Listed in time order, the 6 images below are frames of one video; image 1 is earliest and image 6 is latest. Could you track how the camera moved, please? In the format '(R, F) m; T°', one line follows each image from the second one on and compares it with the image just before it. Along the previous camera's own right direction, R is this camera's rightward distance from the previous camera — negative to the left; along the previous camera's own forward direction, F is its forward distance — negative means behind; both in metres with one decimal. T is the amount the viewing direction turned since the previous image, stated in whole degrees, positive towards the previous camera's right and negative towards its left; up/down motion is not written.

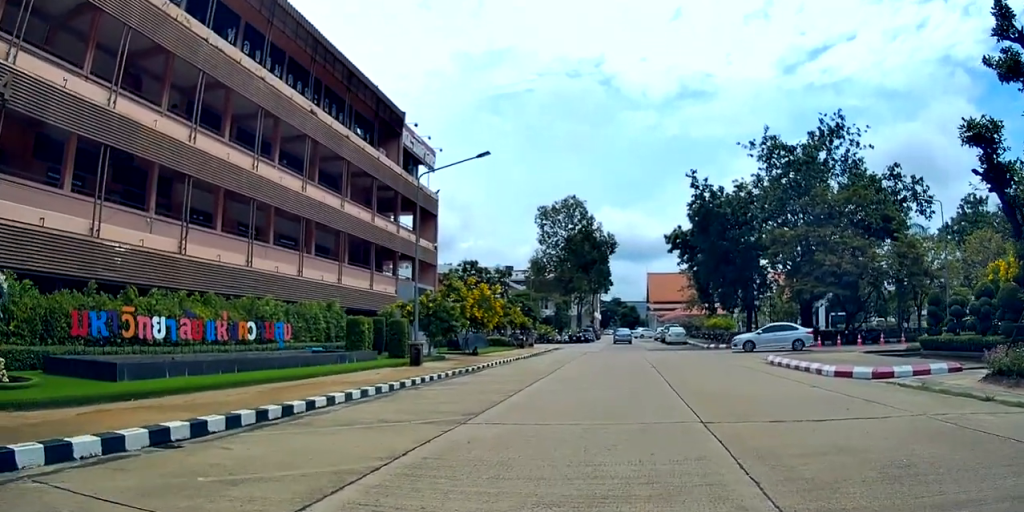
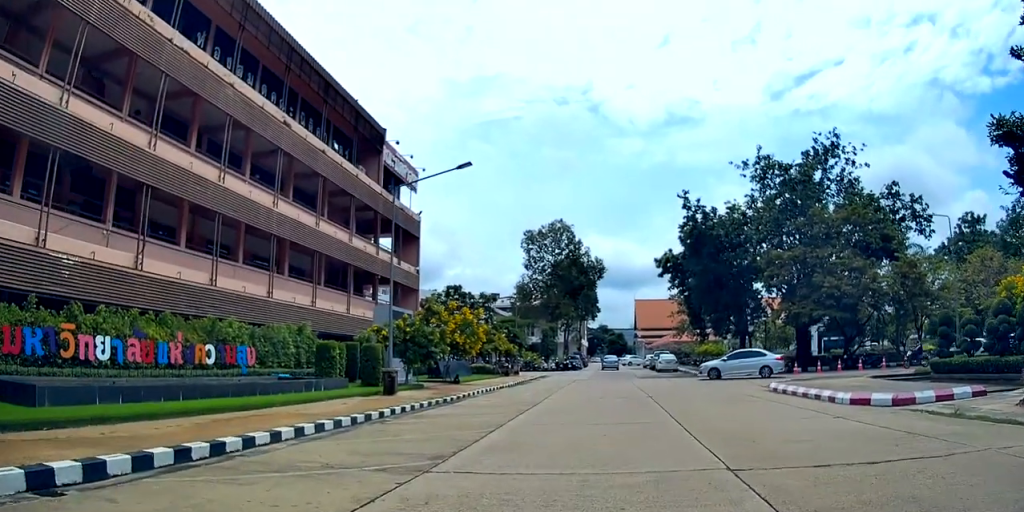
(-0.1, +2.1) m; -2°
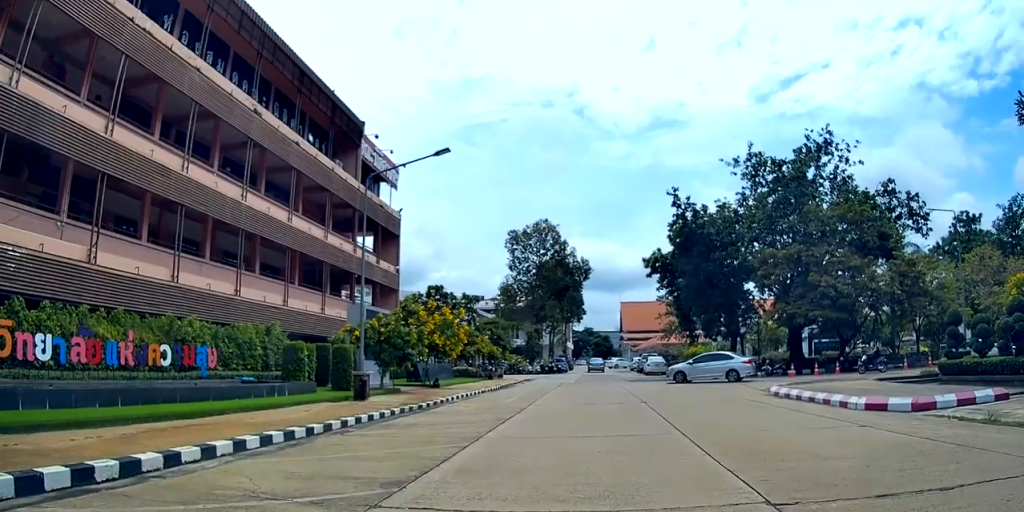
(-0.1, +1.6) m; -1°
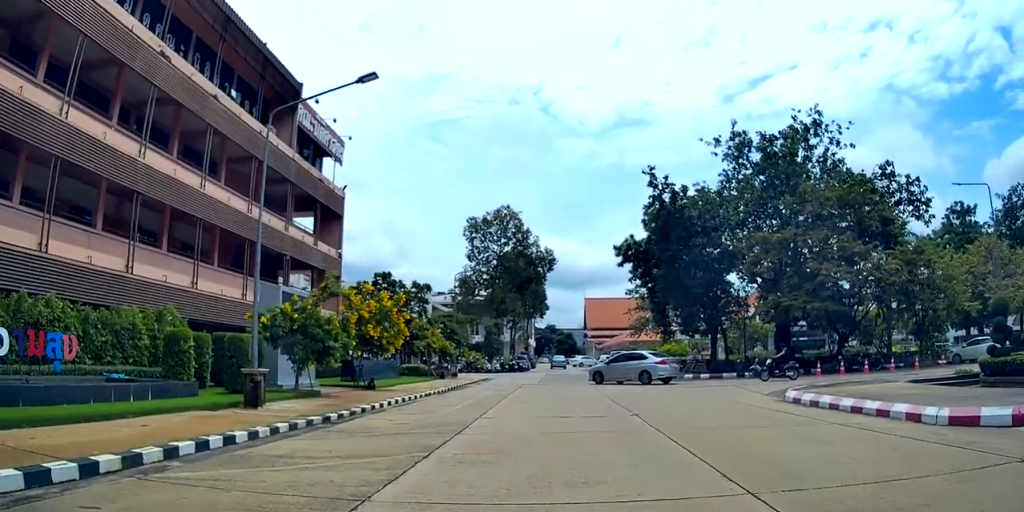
(0.0, +3.9) m; -4°
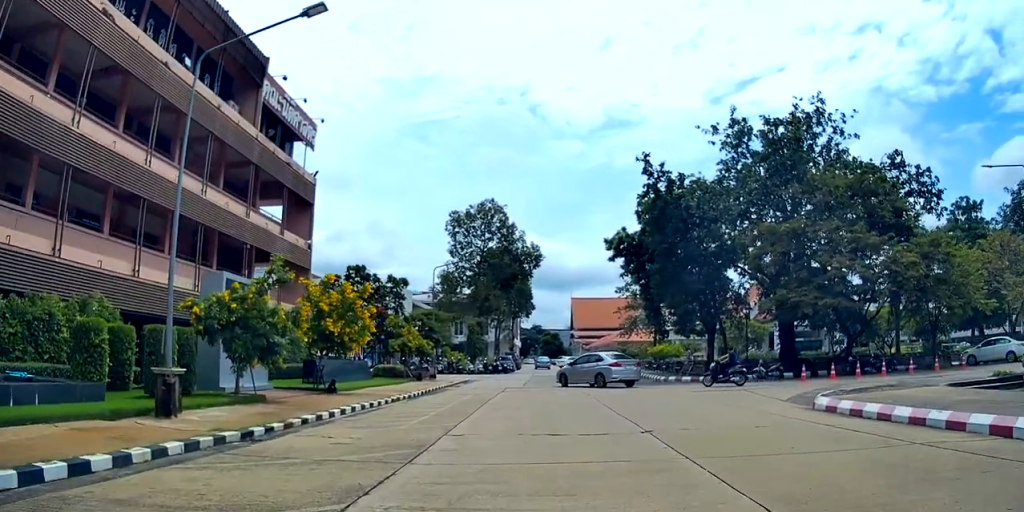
(-0.1, +2.2) m; -4°
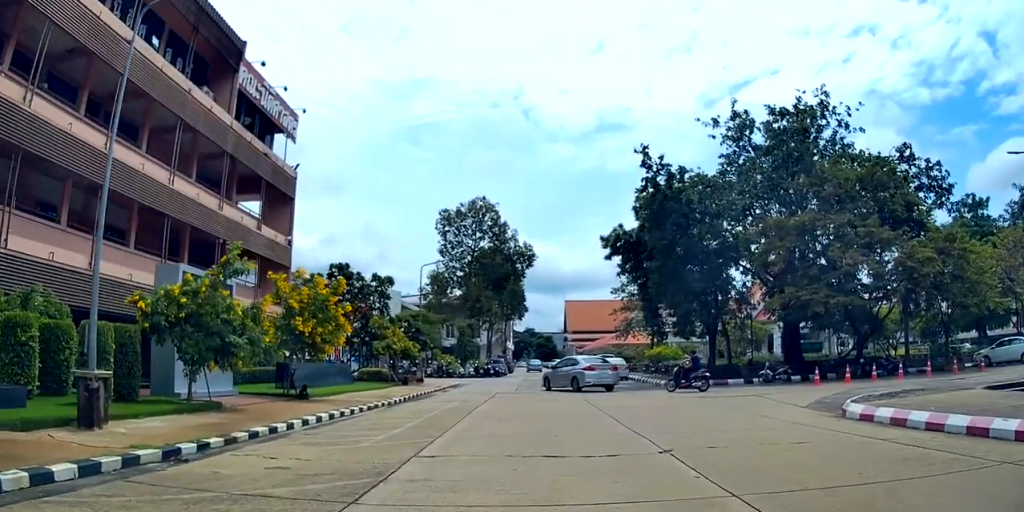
(0.0, +1.6) m; +1°
